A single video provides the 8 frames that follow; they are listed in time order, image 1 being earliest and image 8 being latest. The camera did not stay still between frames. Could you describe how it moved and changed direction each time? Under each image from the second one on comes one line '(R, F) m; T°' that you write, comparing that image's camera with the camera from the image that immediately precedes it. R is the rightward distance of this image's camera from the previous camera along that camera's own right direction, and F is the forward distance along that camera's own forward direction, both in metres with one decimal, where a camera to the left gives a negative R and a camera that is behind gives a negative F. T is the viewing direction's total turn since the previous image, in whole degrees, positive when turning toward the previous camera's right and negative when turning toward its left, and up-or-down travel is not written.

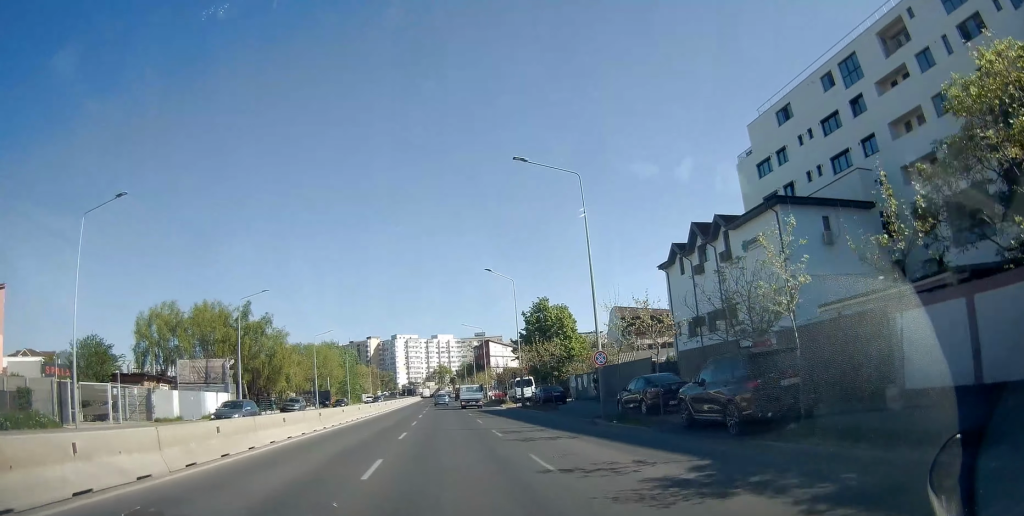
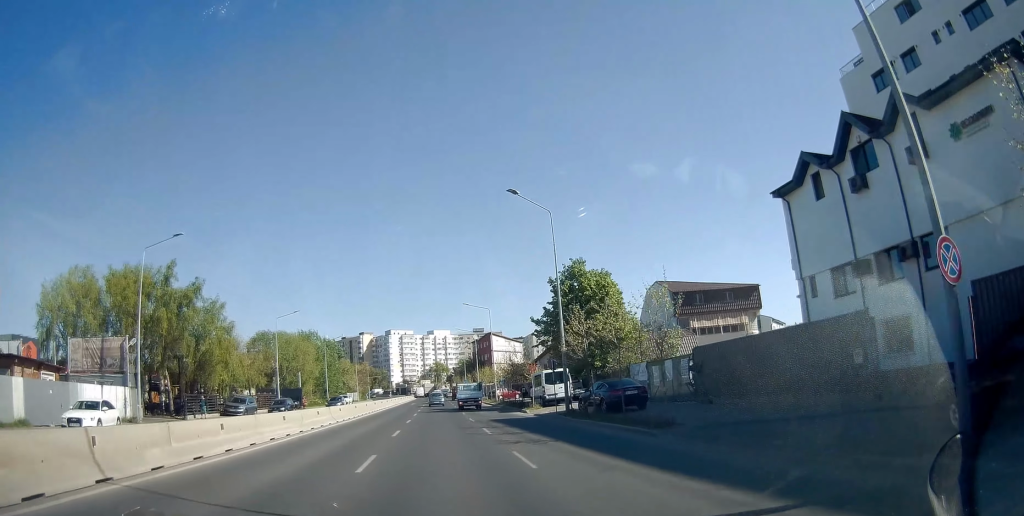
(+0.1, +17.4) m; 0°
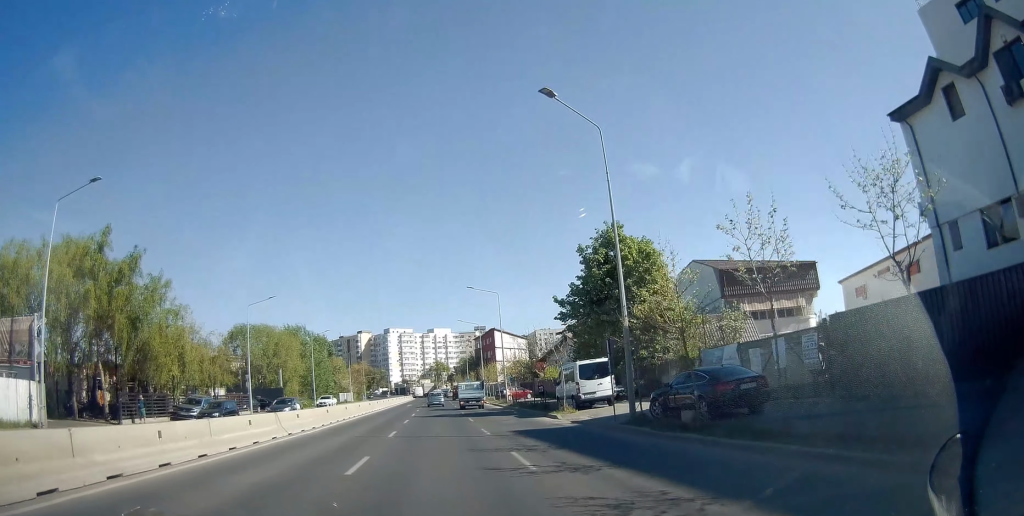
(0.0, +9.7) m; 0°
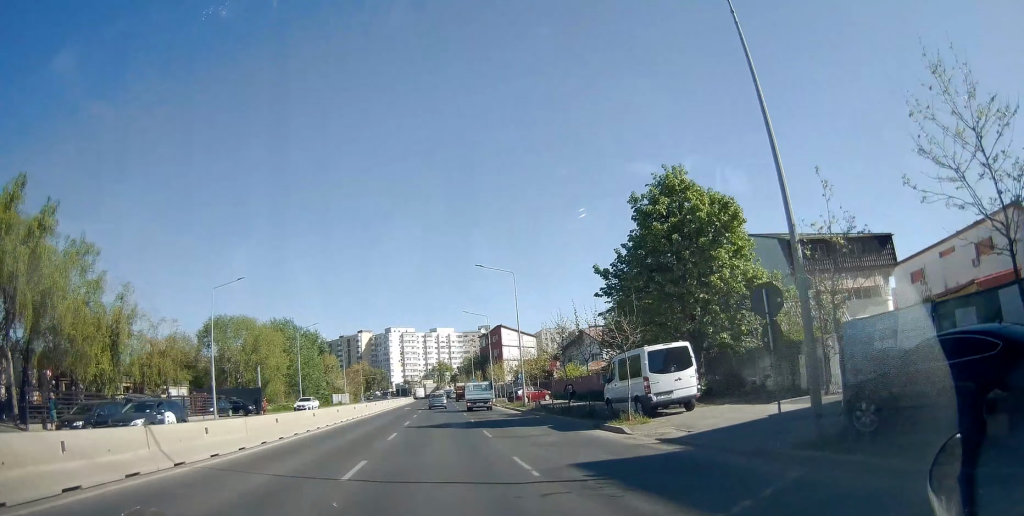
(0.0, +9.5) m; 0°
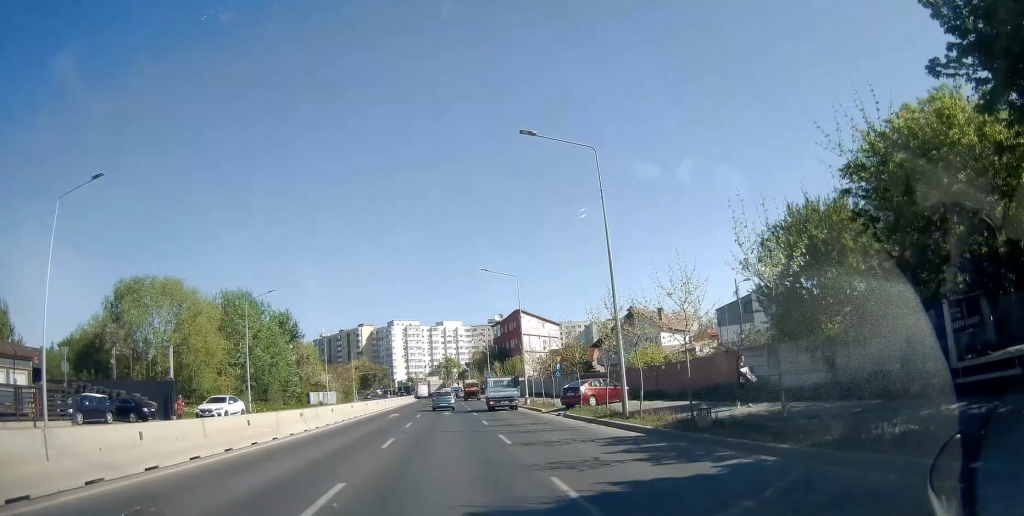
(-0.1, +21.8) m; -1°
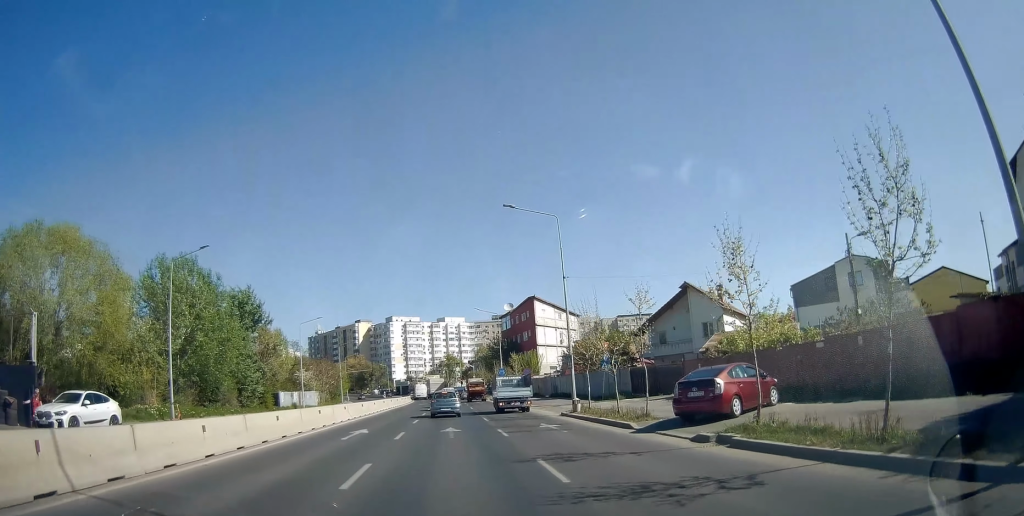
(-0.2, +16.3) m; -1°
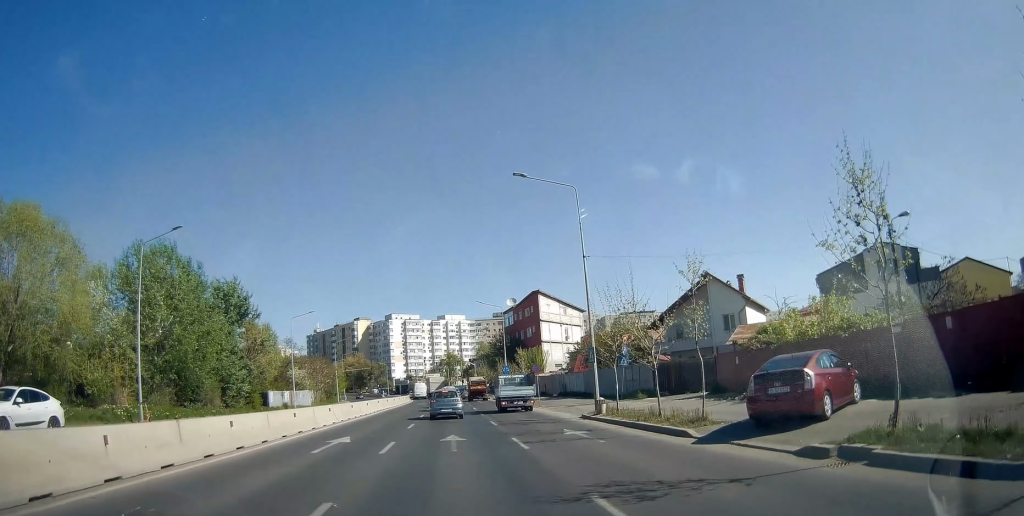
(0.0, +4.5) m; 0°
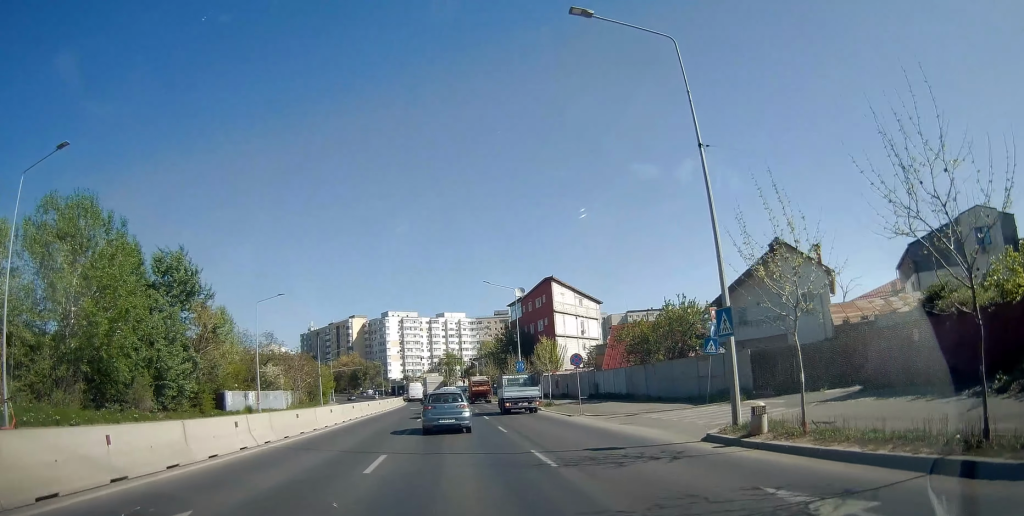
(+0.1, +13.1) m; 0°
